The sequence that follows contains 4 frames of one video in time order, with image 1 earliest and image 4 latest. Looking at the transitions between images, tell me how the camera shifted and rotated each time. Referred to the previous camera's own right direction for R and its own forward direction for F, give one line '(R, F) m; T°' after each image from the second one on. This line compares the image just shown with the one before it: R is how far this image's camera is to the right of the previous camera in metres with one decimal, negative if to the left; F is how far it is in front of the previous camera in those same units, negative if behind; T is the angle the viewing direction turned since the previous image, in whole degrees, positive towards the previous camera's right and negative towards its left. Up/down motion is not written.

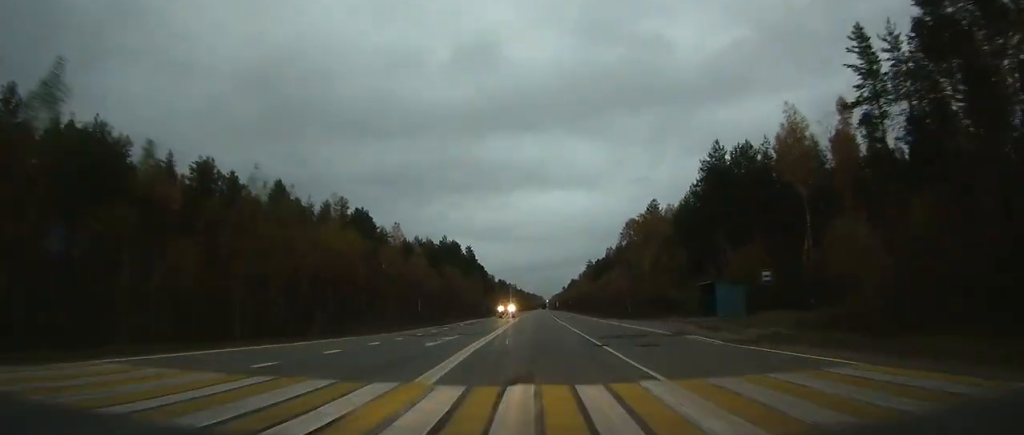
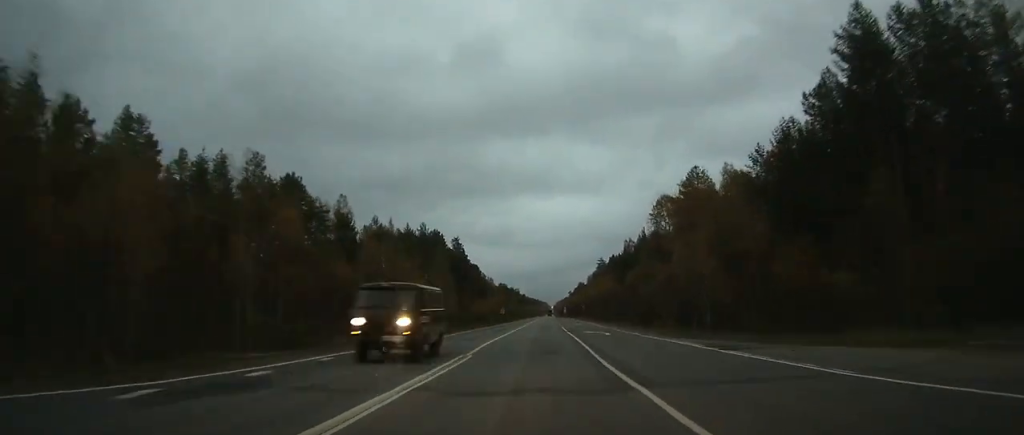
(-0.1, +36.5) m; 0°
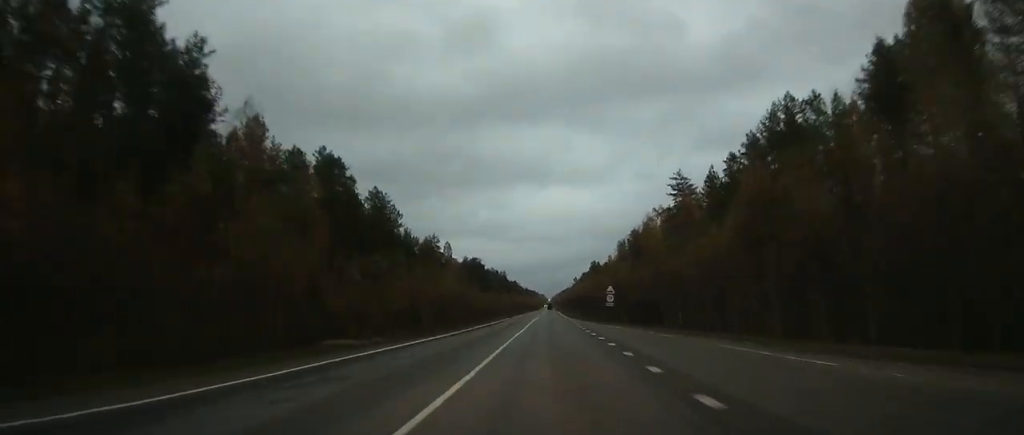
(-0.5, +129.7) m; 0°
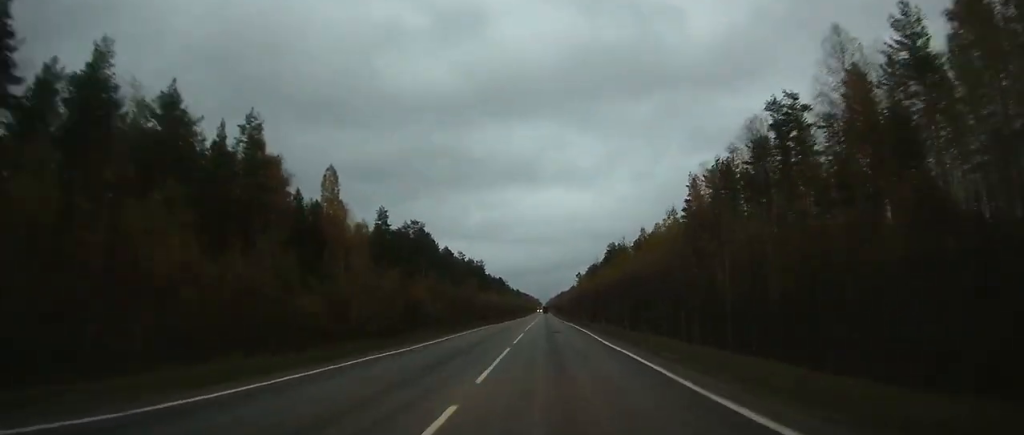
(+0.4, +98.6) m; +1°
